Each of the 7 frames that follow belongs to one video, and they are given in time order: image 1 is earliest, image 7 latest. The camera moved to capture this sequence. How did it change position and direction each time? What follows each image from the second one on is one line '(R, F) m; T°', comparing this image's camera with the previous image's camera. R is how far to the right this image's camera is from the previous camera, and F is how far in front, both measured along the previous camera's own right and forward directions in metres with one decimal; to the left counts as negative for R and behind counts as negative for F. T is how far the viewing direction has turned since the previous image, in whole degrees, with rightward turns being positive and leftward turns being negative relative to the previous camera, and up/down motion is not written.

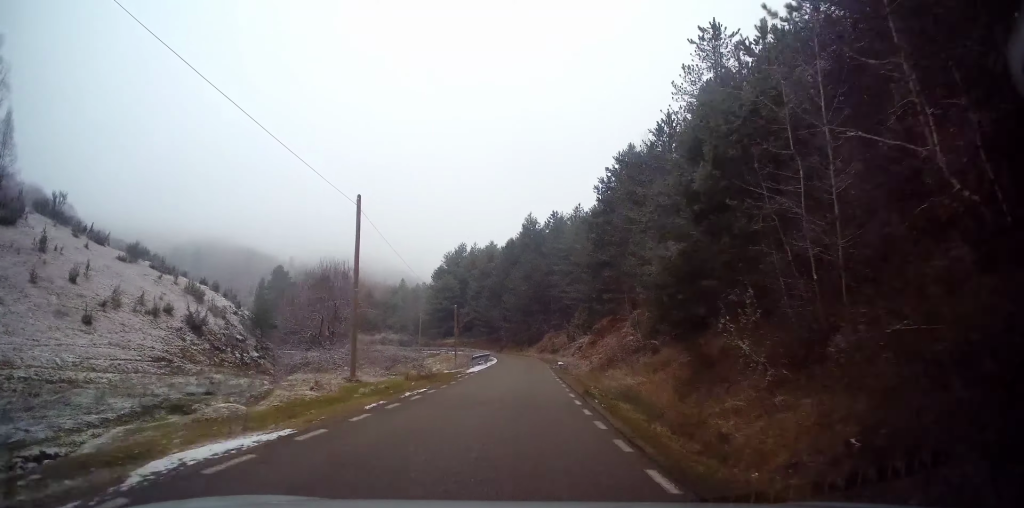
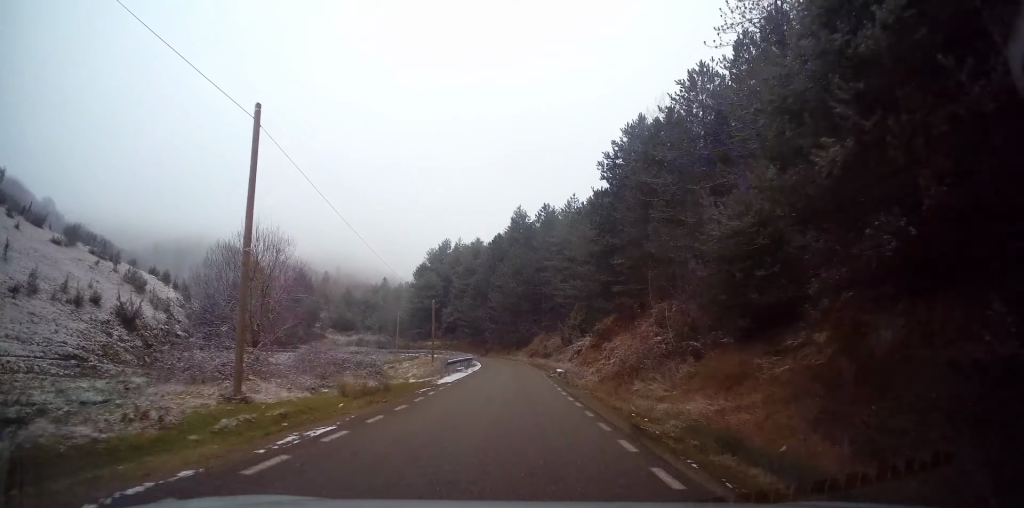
(0.0, +7.7) m; 0°
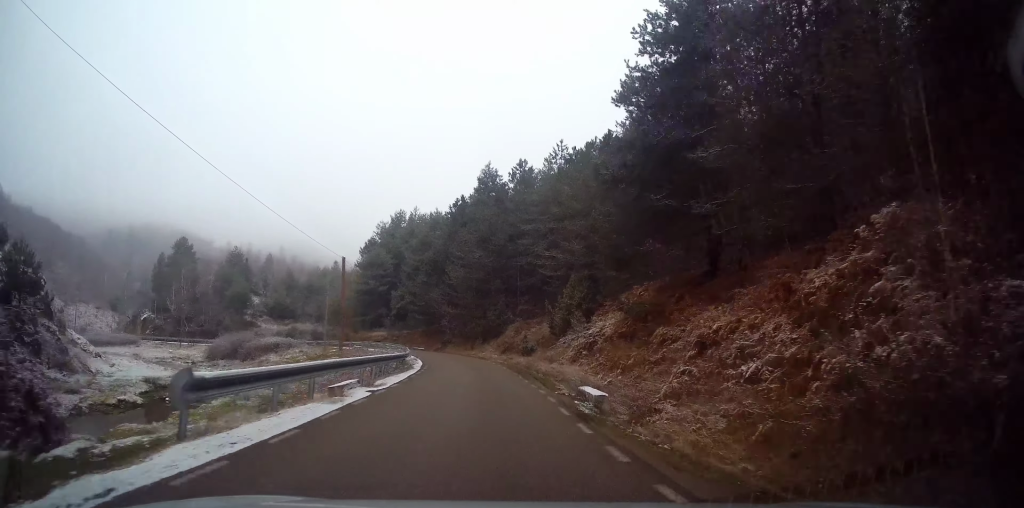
(+0.2, +18.5) m; +2°
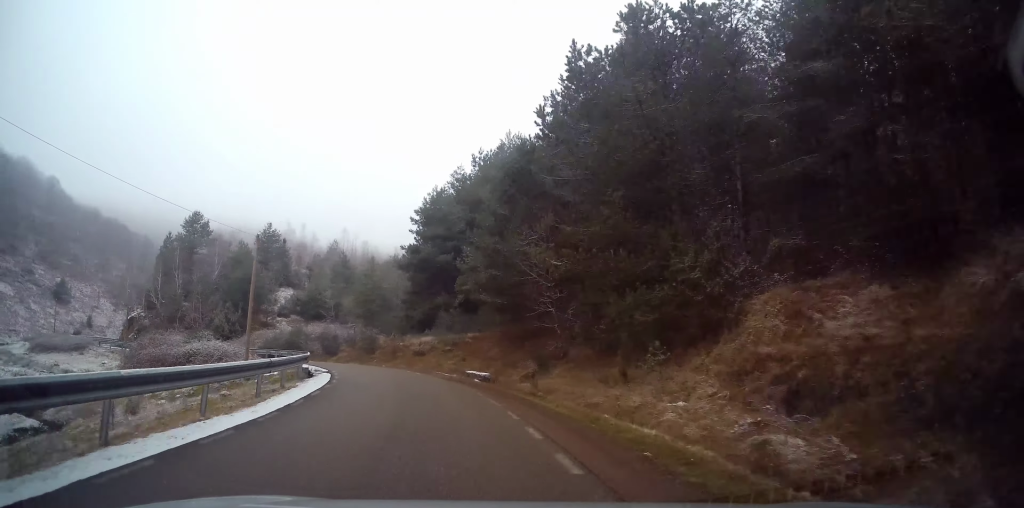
(-2.8, +36.9) m; -17°
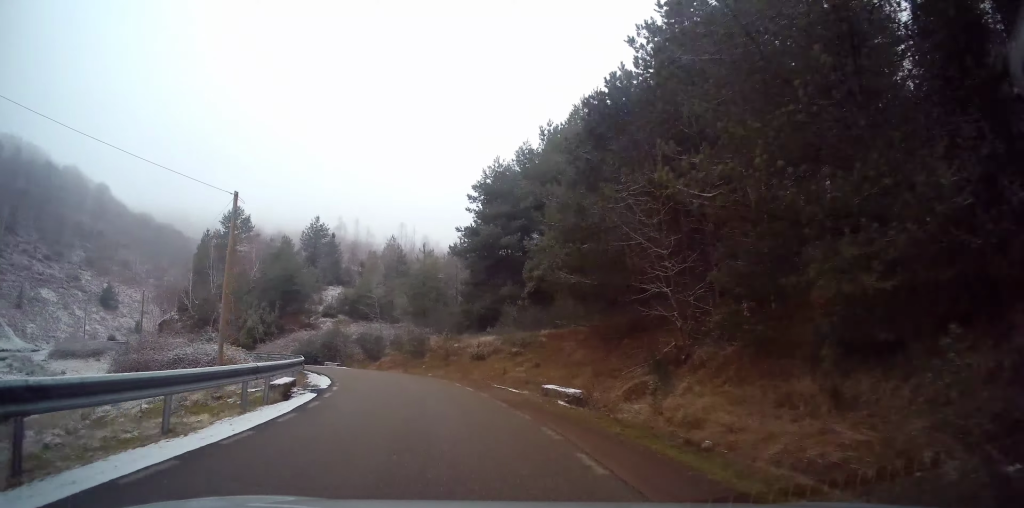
(-0.6, +8.3) m; -8°
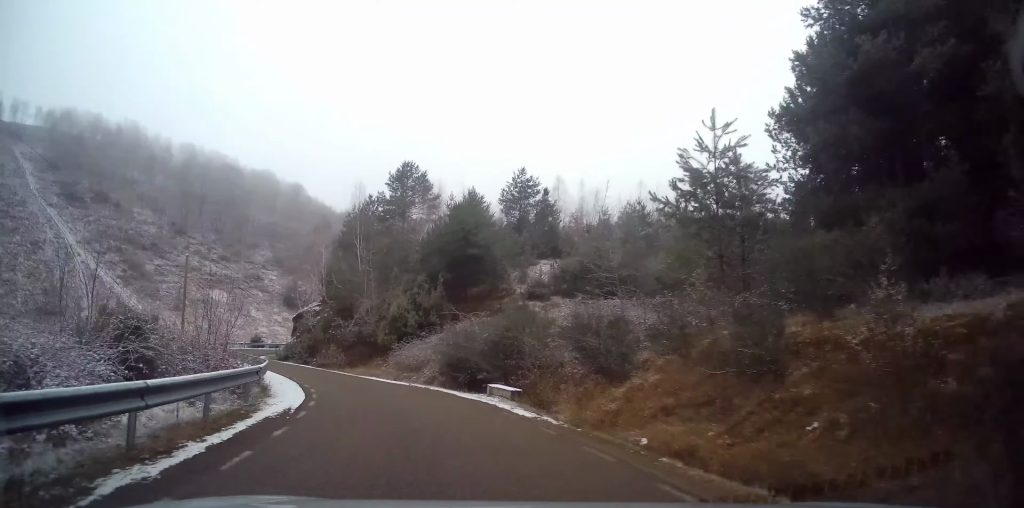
(-5.0, +23.1) m; -27°
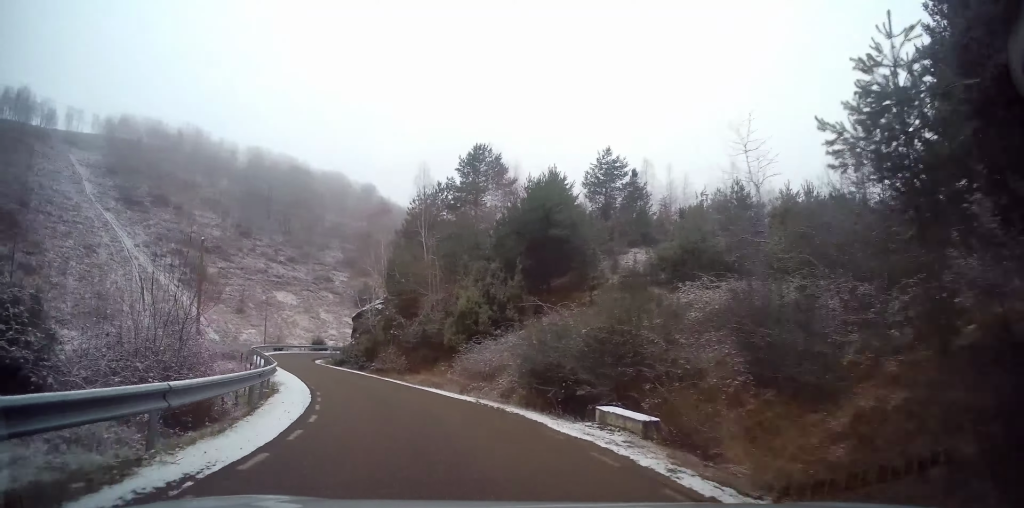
(-0.8, +6.1) m; -8°
